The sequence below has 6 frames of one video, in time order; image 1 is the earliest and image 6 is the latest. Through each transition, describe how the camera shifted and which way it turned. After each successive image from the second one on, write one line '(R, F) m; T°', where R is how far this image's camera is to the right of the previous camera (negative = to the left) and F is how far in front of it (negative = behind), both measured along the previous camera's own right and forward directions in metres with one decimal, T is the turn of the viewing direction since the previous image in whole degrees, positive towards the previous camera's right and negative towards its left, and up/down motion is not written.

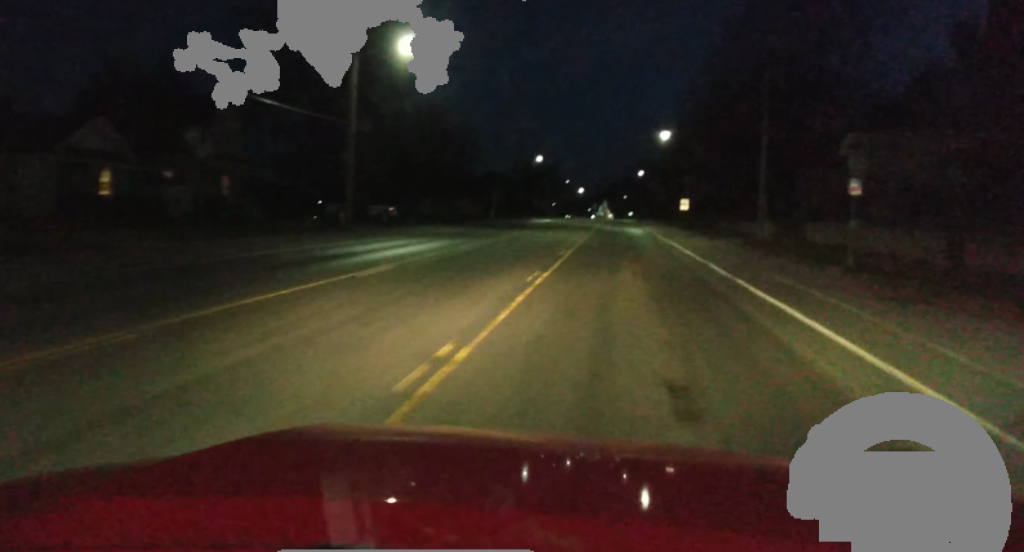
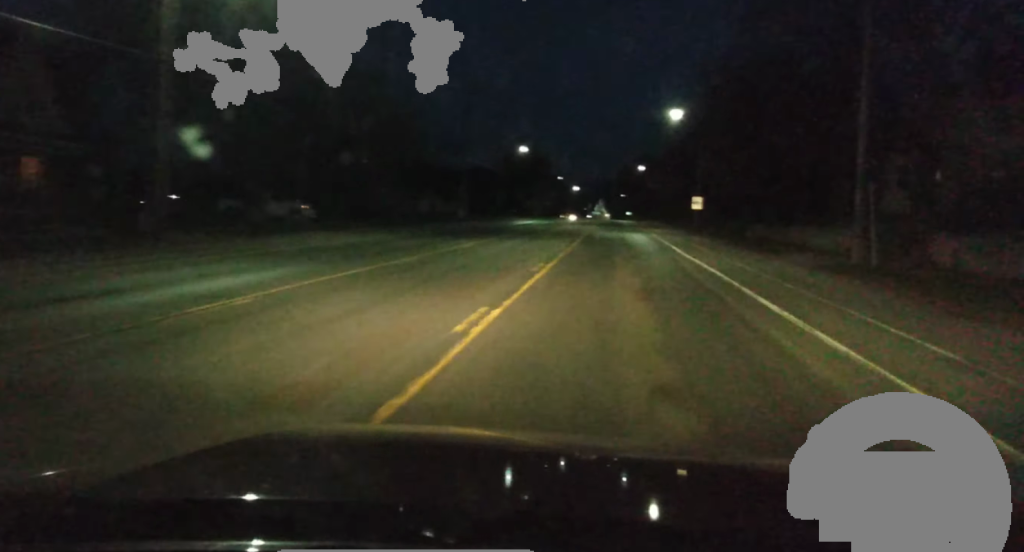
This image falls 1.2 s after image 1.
(-0.1, +21.5) m; -2°
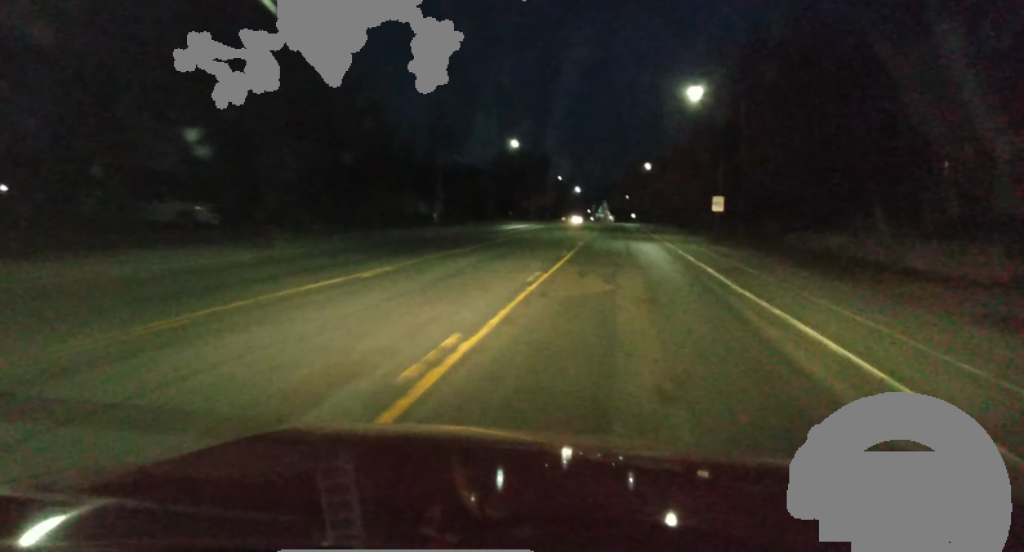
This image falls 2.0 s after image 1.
(-0.3, +14.1) m; -1°
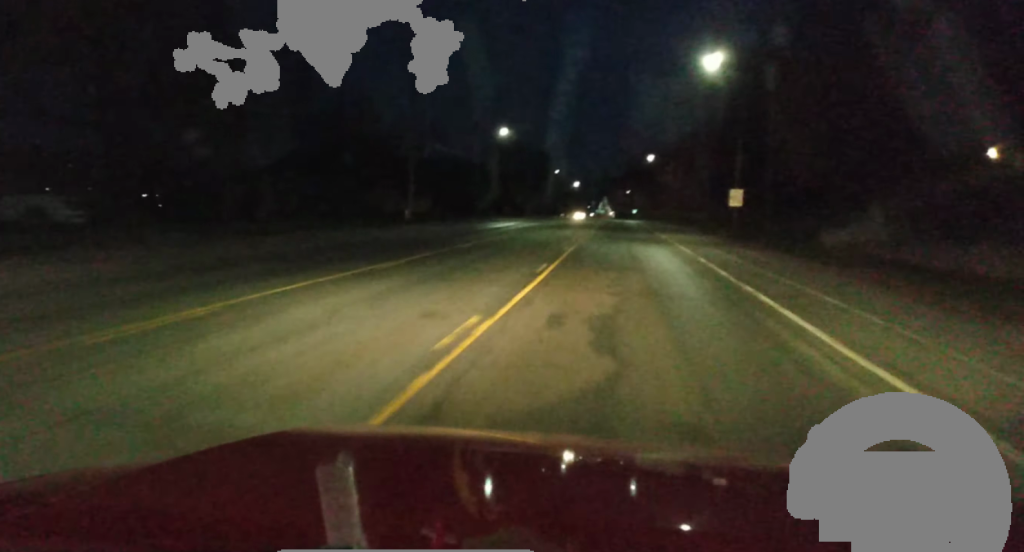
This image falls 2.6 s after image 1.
(0.0, +10.6) m; 0°
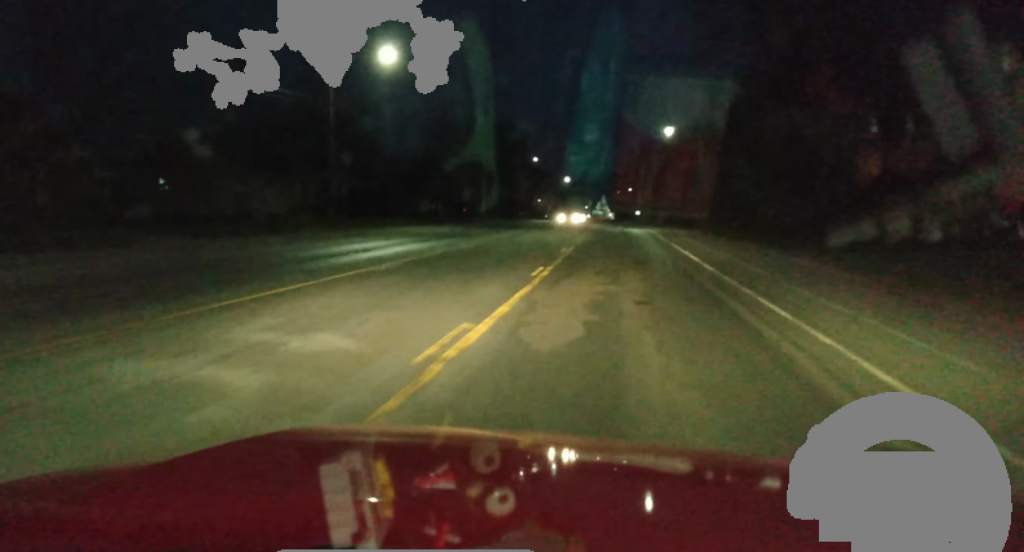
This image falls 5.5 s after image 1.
(+1.5, +48.6) m; +2°
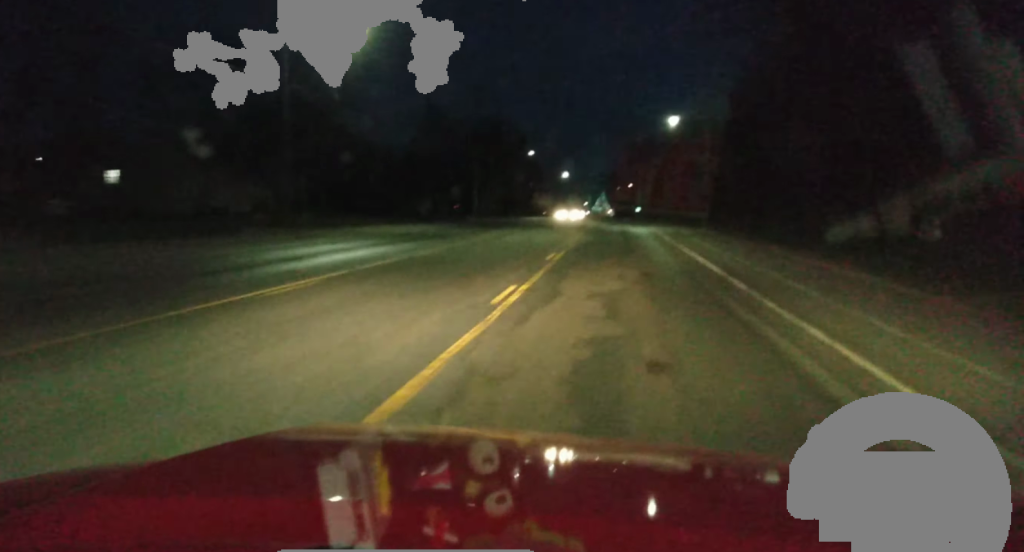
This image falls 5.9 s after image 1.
(-0.1, +6.6) m; -1°
